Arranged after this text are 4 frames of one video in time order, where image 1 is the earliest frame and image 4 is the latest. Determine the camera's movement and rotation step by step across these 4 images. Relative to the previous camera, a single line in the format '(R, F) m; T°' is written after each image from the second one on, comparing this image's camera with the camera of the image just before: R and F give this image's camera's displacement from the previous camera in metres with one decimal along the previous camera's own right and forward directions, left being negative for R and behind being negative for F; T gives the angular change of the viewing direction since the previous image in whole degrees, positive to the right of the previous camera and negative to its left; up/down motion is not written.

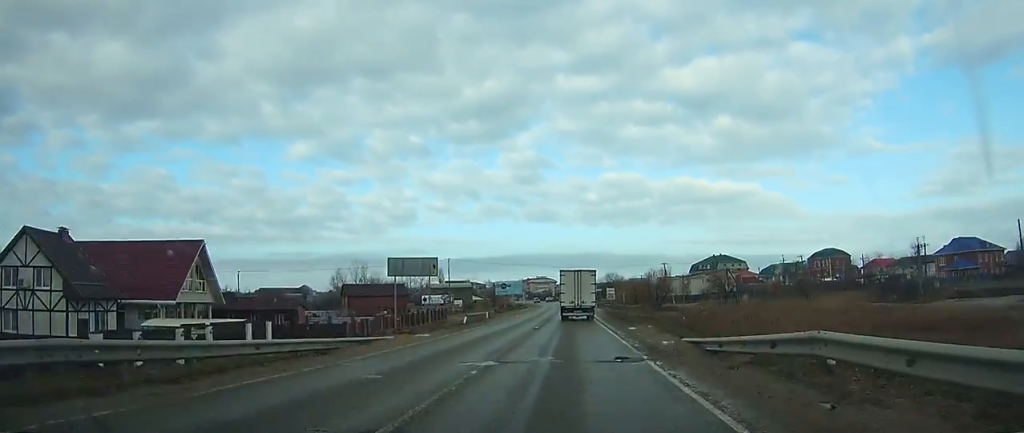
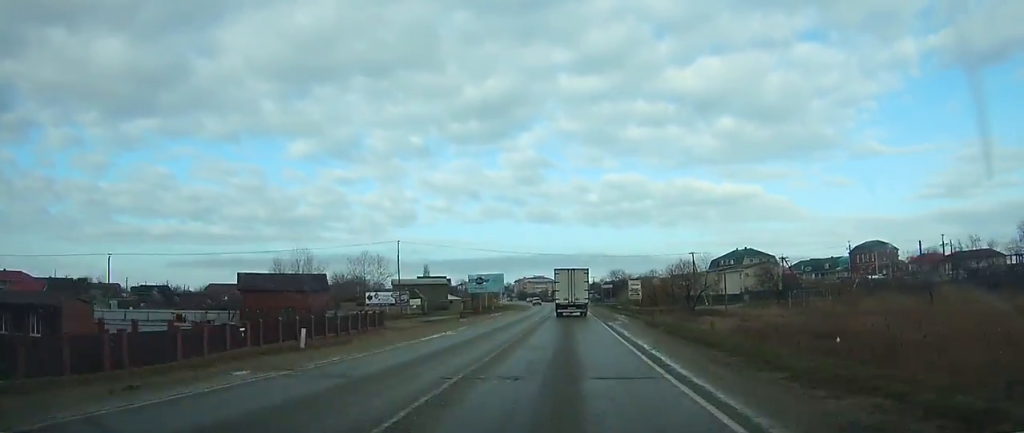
(0.0, +34.0) m; 0°
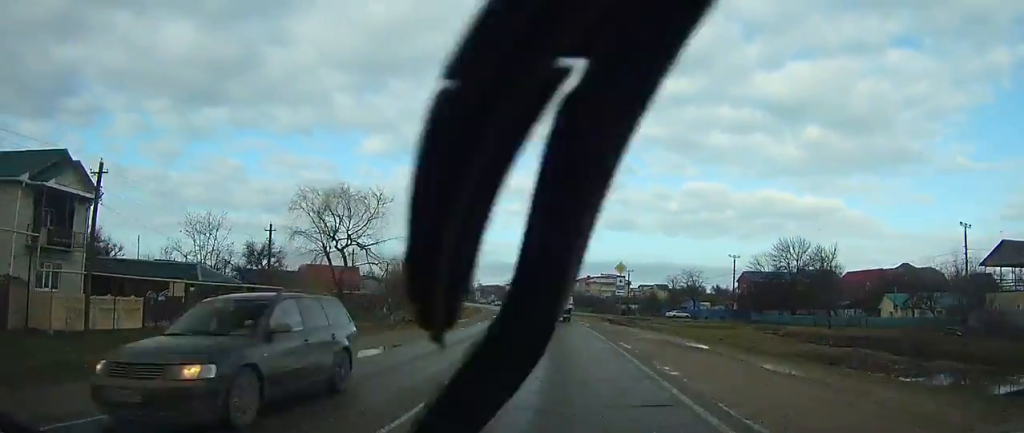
(-6.7, +134.8) m; -8°
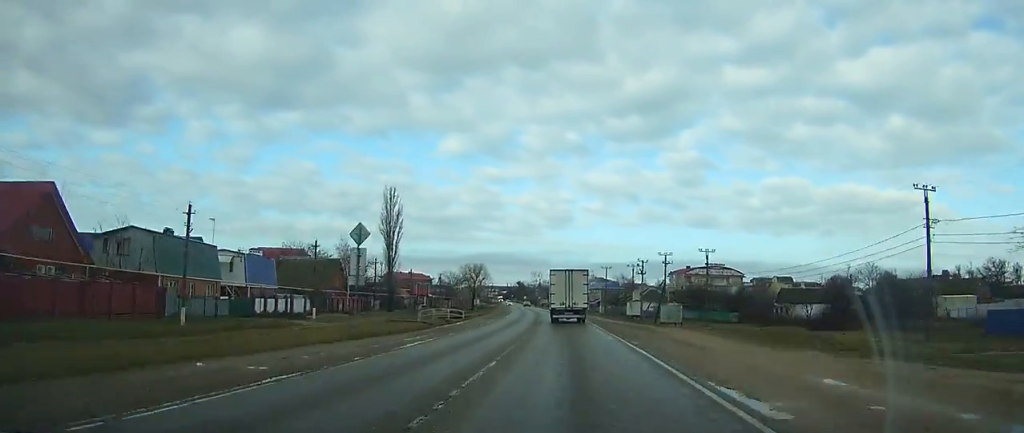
(-6.1, +87.2) m; -8°
